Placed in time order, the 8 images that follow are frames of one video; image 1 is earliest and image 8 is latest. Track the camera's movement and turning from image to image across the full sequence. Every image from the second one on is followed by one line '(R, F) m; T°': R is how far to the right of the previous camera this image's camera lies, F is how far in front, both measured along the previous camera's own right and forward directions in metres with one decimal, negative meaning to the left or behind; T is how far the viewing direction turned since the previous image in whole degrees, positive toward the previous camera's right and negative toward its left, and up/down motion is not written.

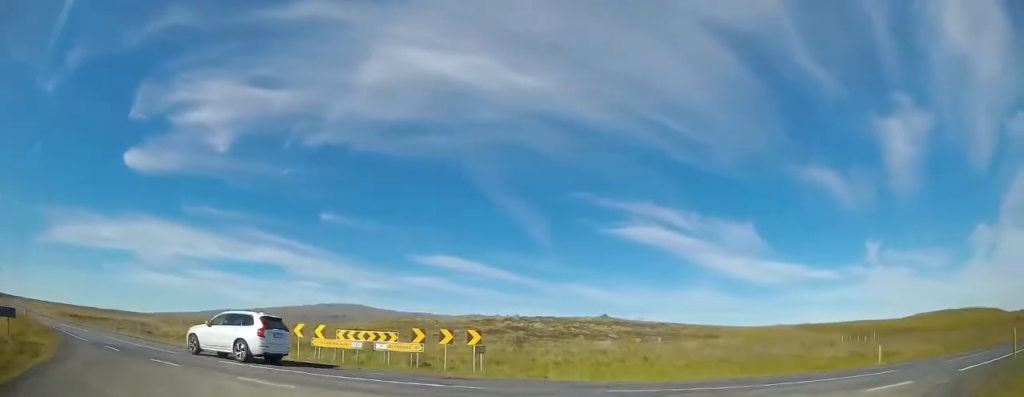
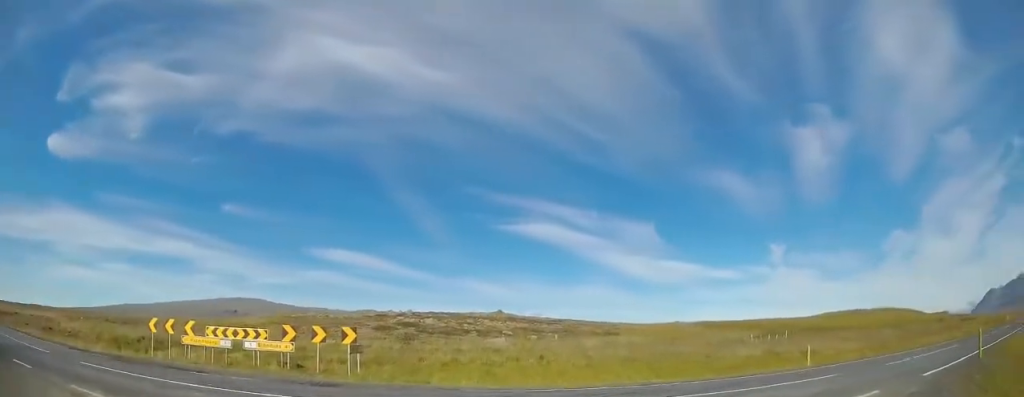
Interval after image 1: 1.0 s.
(+0.4, +2.2) m; +16°
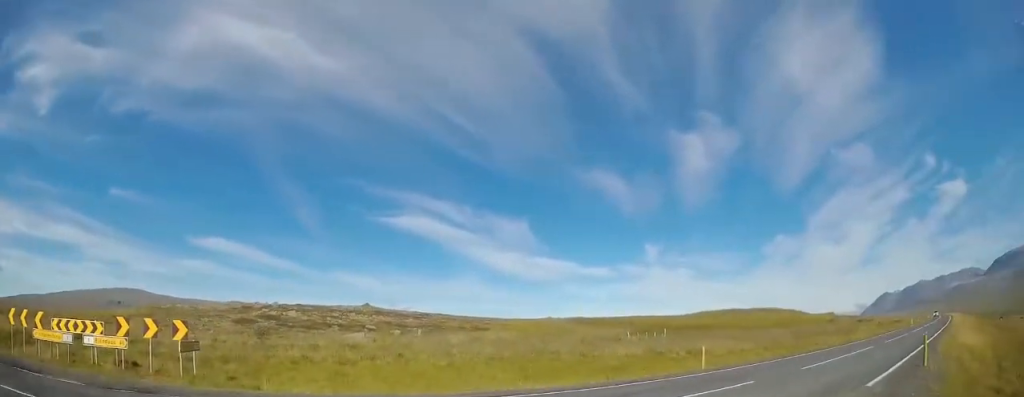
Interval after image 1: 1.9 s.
(+0.2, +2.5) m; +8°
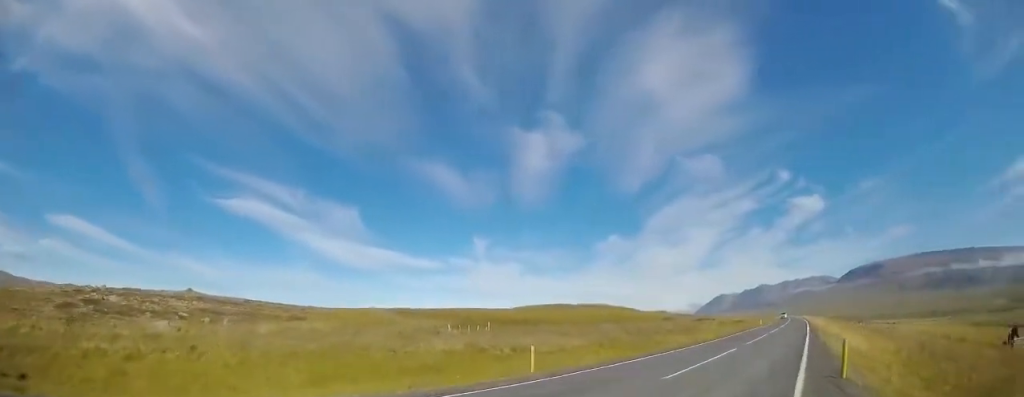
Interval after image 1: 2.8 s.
(+0.1, +3.4) m; +19°
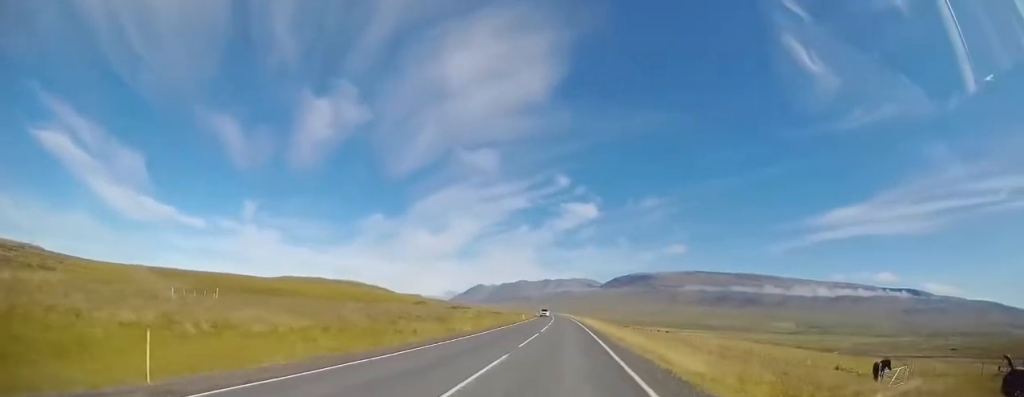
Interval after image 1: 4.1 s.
(+1.7, +6.1) m; +21°
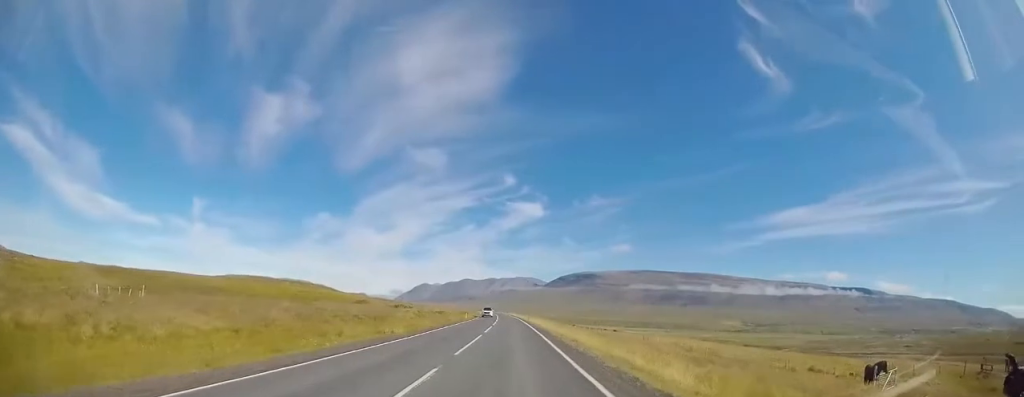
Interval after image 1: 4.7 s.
(+0.1, +3.1) m; +3°
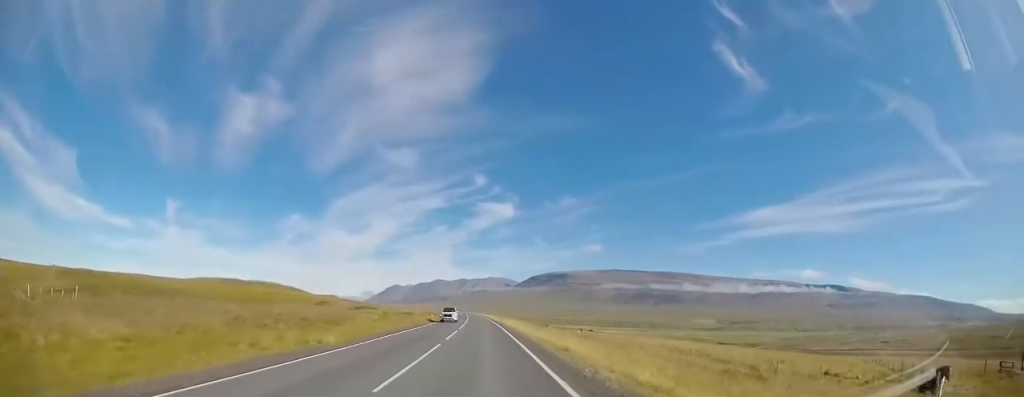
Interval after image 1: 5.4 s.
(+0.2, +5.0) m; +3°
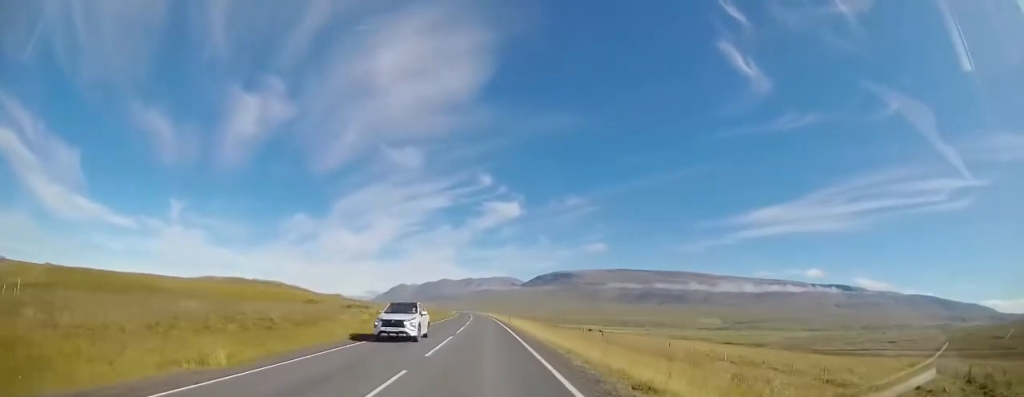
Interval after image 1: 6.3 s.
(+0.2, +7.0) m; +2°
